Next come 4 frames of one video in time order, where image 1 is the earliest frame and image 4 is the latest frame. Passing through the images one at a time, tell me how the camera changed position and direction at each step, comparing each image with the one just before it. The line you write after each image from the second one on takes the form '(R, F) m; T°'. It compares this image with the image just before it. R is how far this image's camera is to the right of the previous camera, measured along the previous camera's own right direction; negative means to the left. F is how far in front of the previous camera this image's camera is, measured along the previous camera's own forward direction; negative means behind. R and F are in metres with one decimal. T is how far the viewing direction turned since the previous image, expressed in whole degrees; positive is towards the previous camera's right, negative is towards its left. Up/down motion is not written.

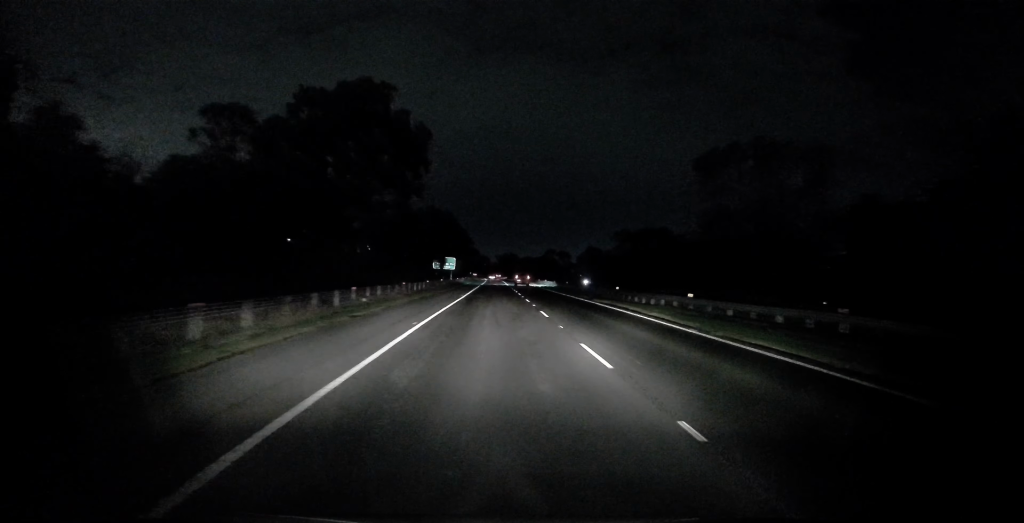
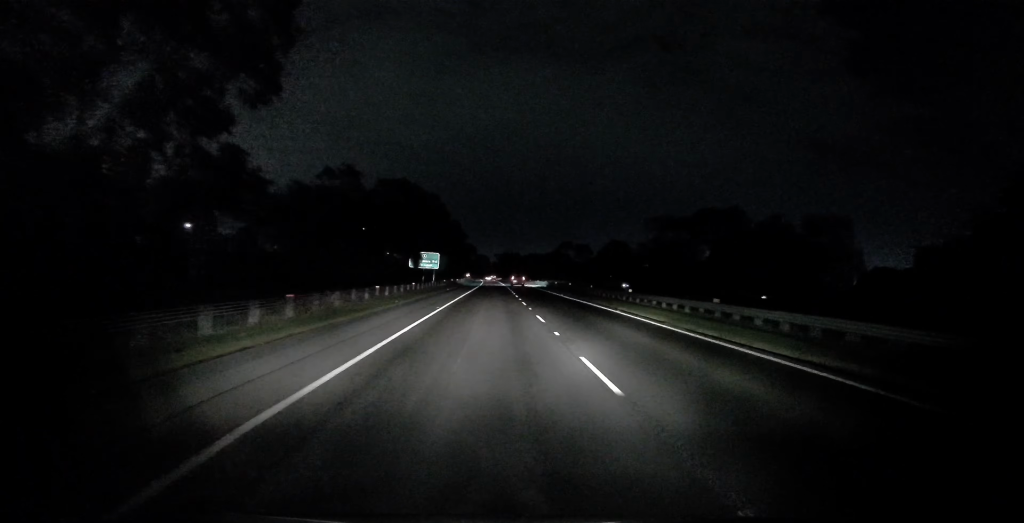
(-0.4, +41.1) m; -1°
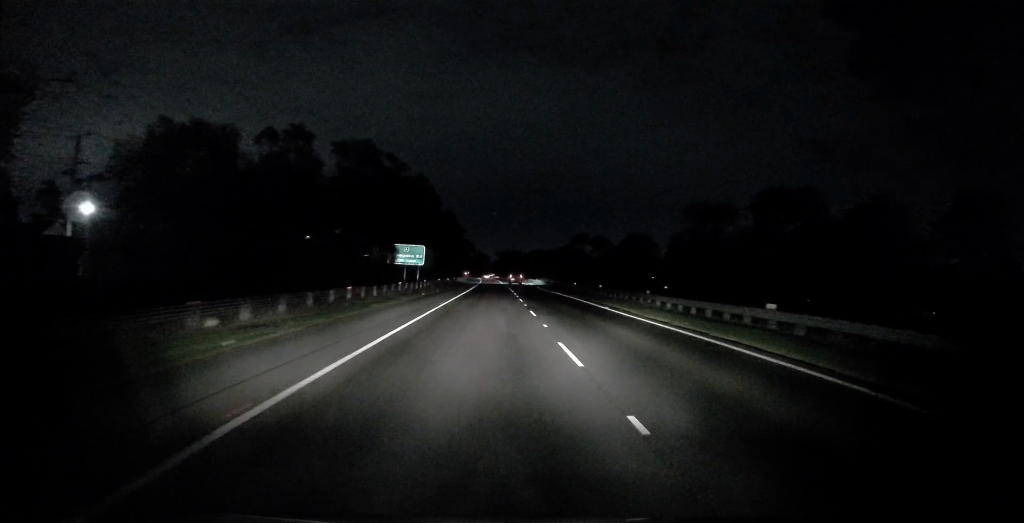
(-0.1, +24.9) m; 0°
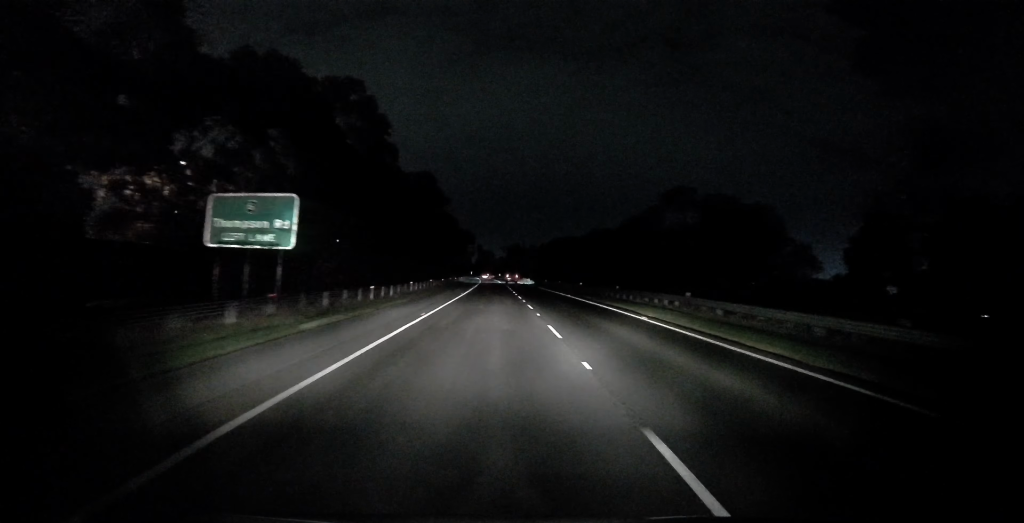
(0.0, +56.3) m; 0°
